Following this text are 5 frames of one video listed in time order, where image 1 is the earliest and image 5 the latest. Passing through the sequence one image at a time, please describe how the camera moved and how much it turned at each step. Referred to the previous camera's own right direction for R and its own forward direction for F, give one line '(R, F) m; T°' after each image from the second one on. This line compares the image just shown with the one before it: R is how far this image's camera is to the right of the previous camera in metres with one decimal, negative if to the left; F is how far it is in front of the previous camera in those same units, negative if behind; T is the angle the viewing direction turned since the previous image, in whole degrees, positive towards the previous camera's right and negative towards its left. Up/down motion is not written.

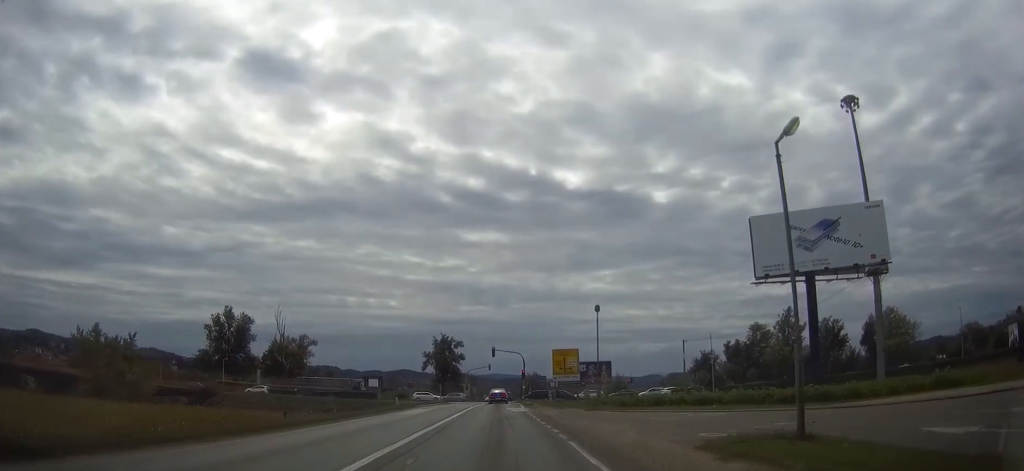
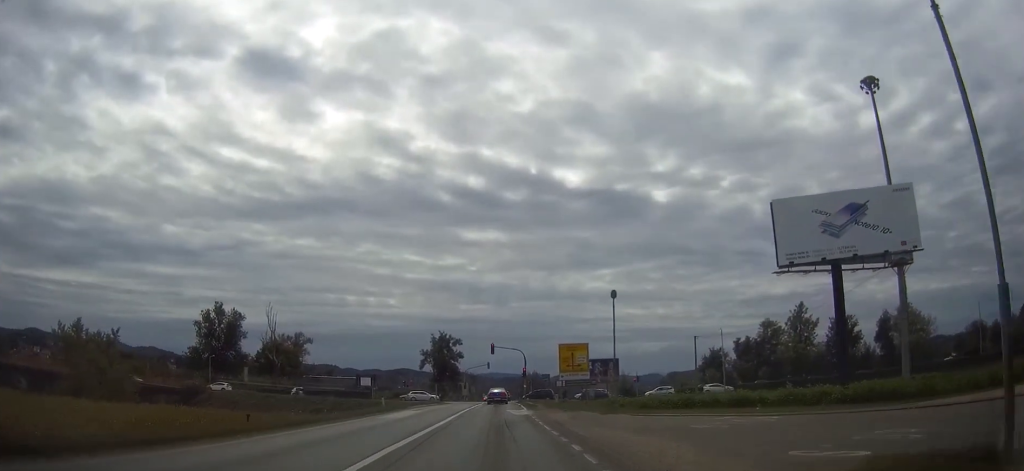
(0.0, +5.1) m; 0°
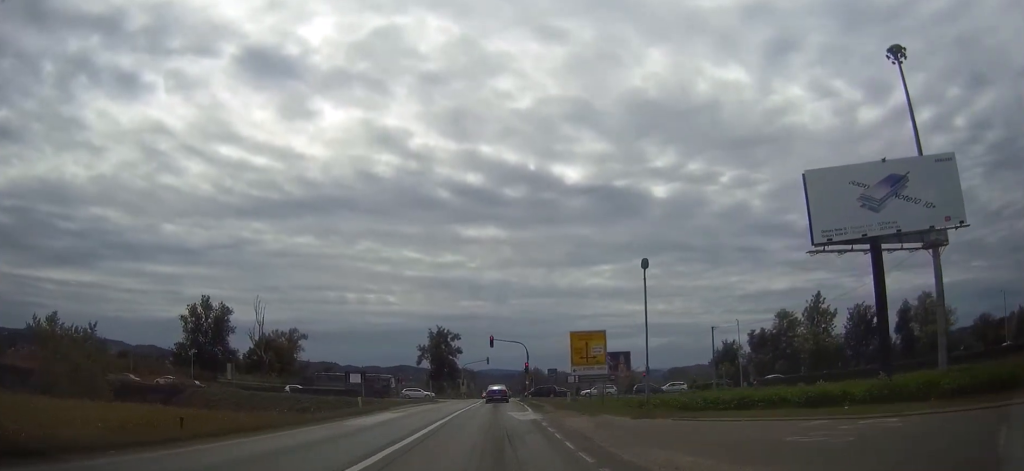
(0.0, +6.6) m; 0°
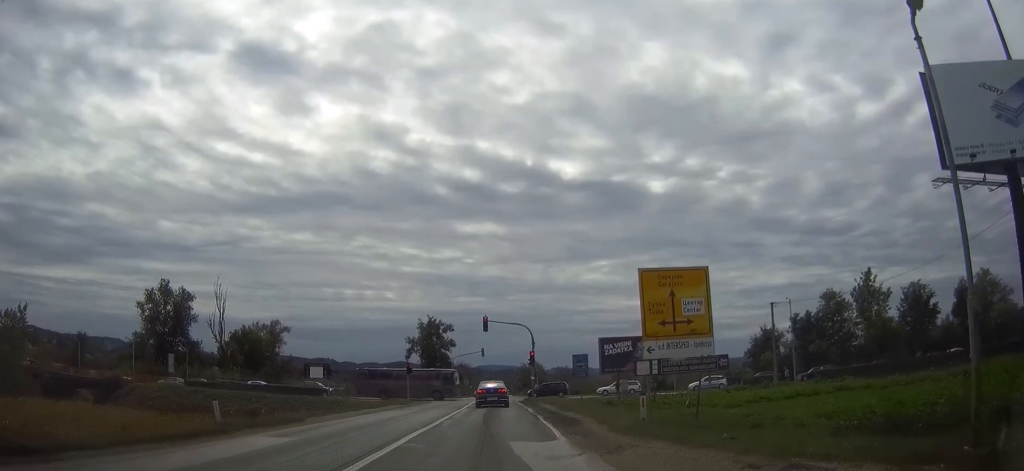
(+0.2, +16.9) m; +1°
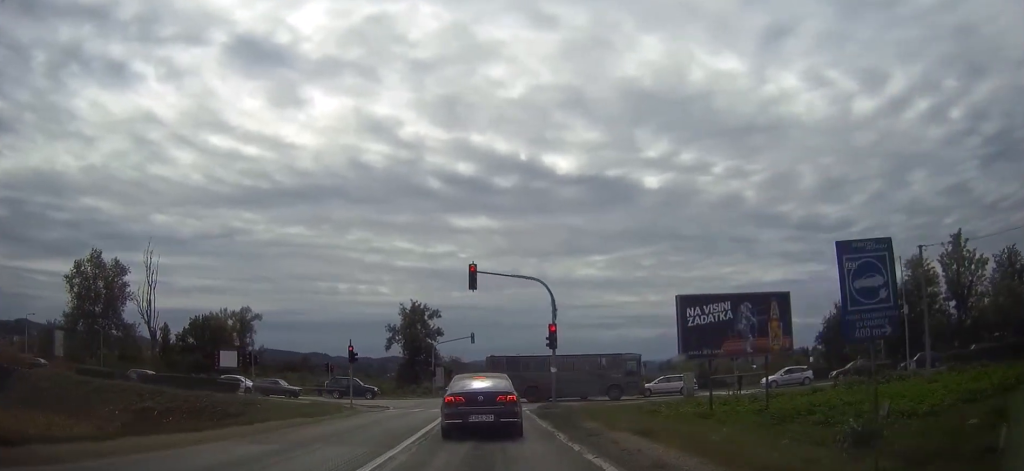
(-0.4, +22.3) m; +1°
